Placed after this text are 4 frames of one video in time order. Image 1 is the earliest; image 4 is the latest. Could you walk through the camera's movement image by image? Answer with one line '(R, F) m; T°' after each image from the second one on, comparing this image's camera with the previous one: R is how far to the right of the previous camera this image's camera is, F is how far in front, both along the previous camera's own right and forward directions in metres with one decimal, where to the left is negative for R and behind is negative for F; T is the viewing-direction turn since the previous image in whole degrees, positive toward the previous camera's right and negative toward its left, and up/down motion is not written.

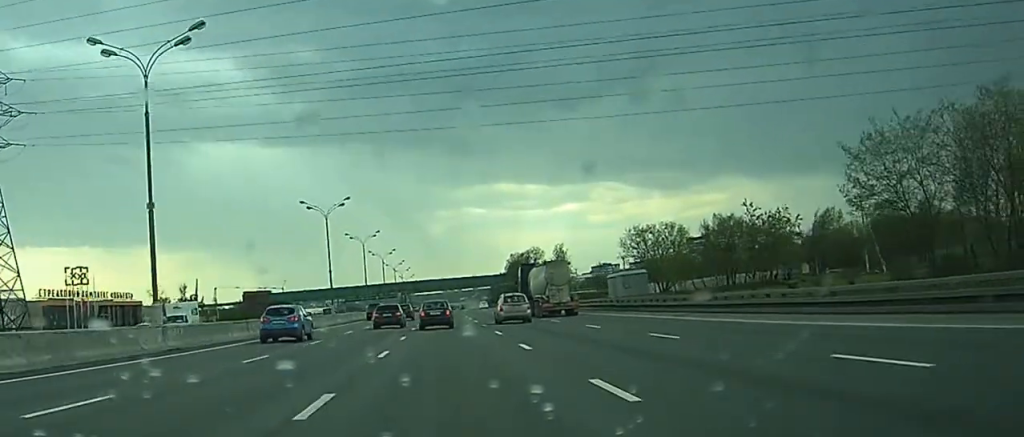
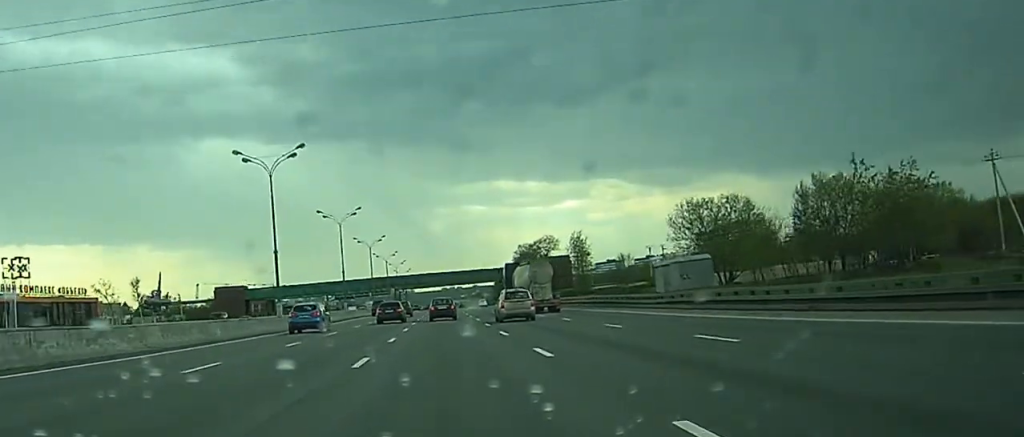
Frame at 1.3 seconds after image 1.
(-0.1, +29.8) m; 0°
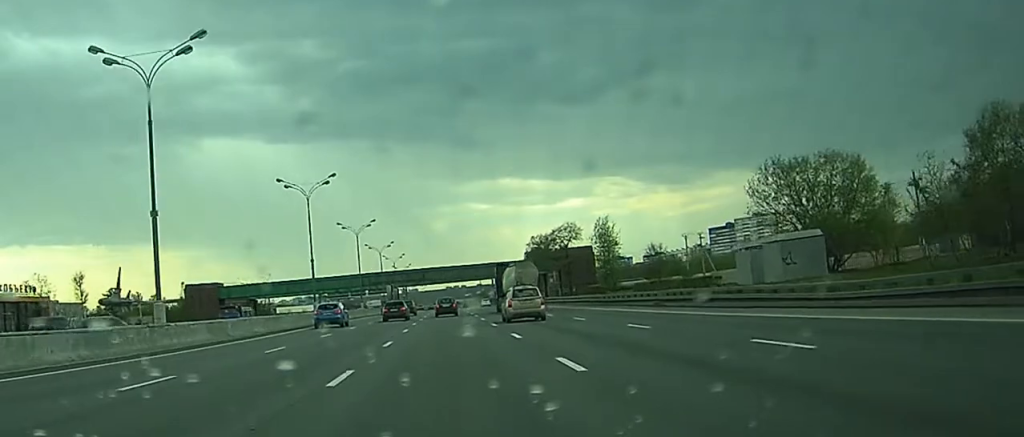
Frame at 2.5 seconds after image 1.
(0.0, +24.7) m; 0°
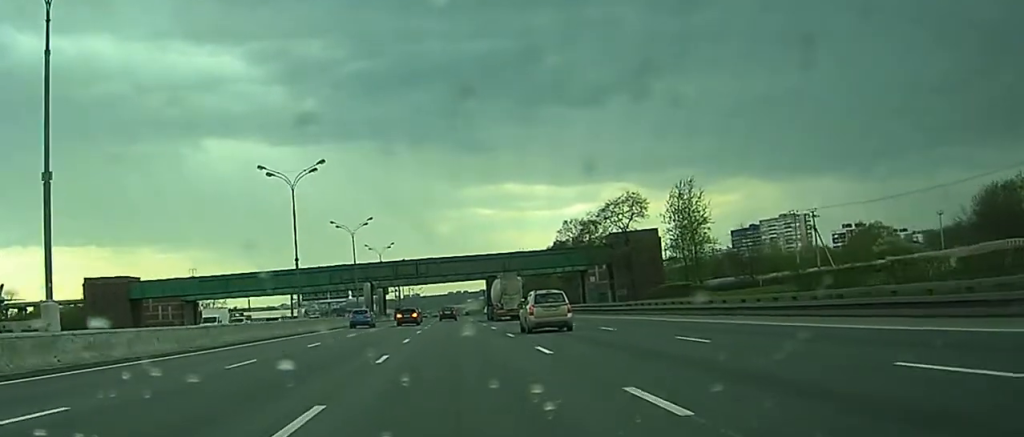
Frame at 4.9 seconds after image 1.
(-0.3, +56.3) m; 0°
